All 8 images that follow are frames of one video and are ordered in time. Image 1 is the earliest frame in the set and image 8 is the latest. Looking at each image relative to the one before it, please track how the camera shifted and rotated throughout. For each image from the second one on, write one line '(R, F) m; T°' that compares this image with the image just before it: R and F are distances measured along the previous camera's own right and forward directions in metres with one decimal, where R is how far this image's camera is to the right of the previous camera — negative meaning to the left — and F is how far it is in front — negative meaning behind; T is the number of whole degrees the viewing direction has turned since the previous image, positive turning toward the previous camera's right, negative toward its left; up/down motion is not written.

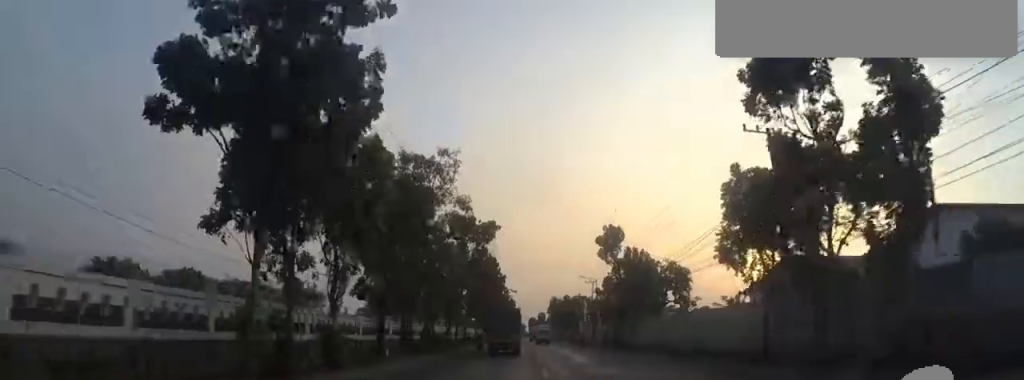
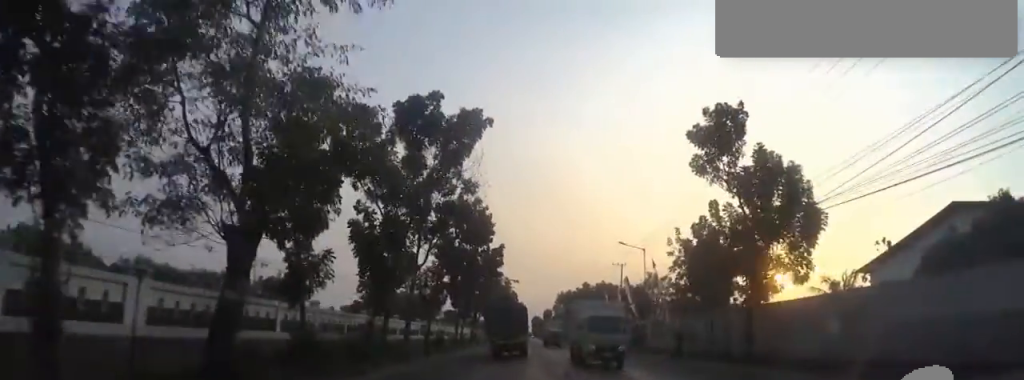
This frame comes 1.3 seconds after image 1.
(-0.1, +22.0) m; 0°
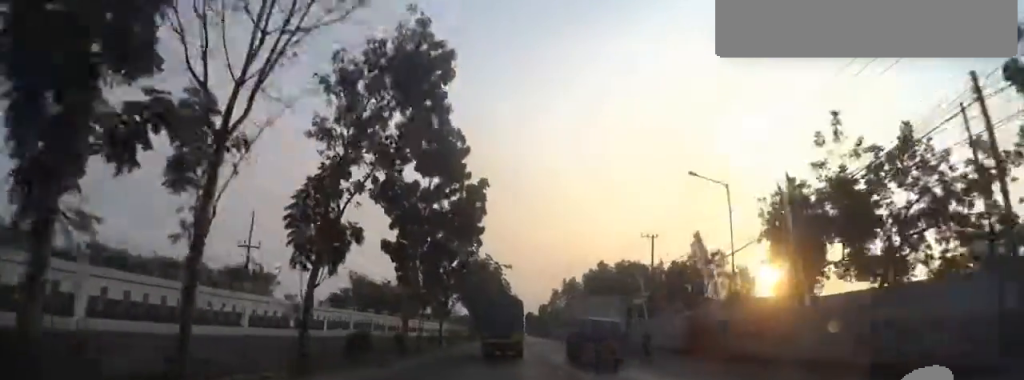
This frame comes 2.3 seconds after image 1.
(+0.5, +16.6) m; +1°
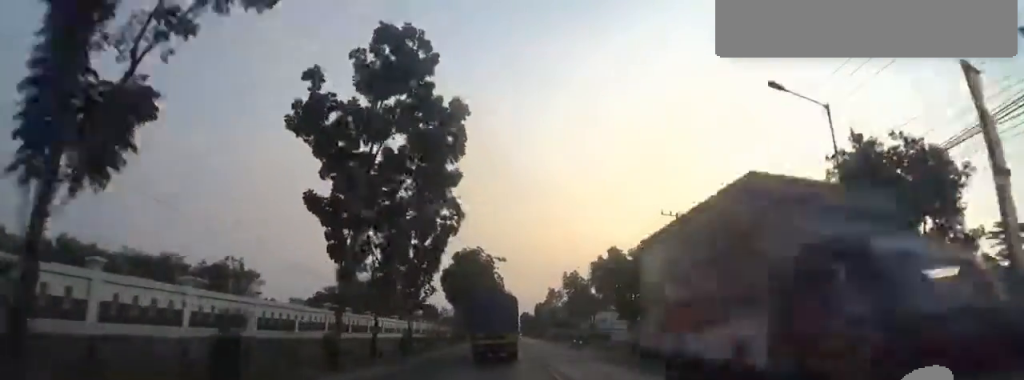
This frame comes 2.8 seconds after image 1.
(+0.1, +8.3) m; +1°
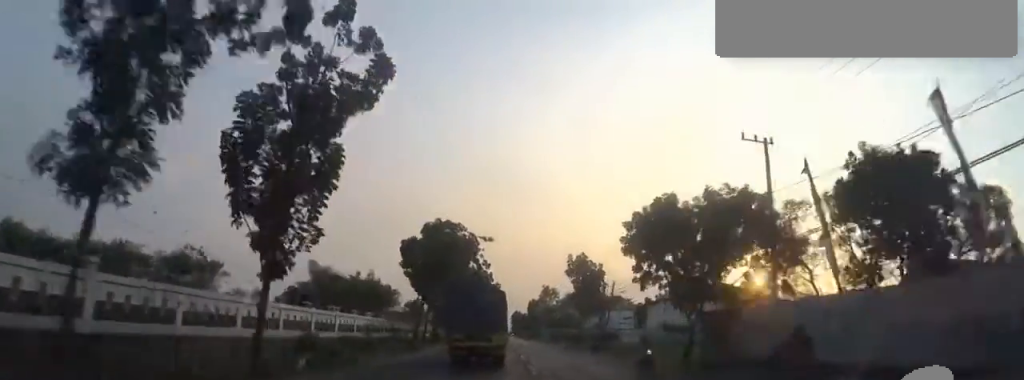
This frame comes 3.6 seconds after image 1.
(-0.4, +14.7) m; +1°
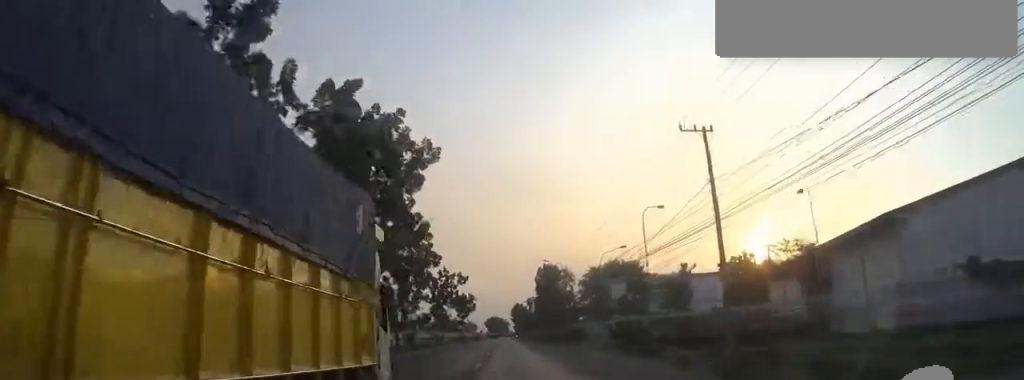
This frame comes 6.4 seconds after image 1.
(+1.0, +57.7) m; -3°
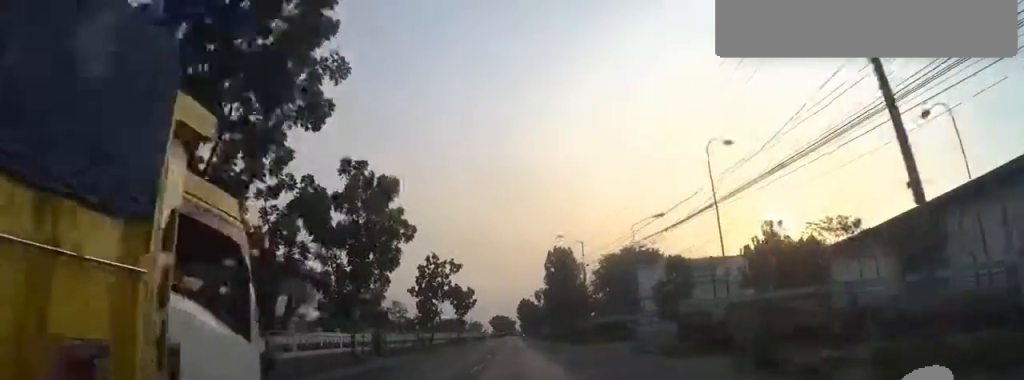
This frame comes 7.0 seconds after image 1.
(-0.4, +11.0) m; 0°
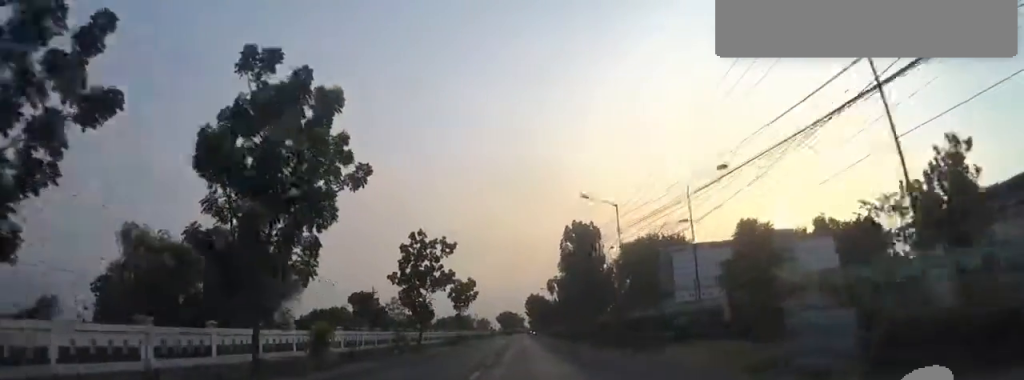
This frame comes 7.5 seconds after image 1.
(-0.8, +10.3) m; +1°
